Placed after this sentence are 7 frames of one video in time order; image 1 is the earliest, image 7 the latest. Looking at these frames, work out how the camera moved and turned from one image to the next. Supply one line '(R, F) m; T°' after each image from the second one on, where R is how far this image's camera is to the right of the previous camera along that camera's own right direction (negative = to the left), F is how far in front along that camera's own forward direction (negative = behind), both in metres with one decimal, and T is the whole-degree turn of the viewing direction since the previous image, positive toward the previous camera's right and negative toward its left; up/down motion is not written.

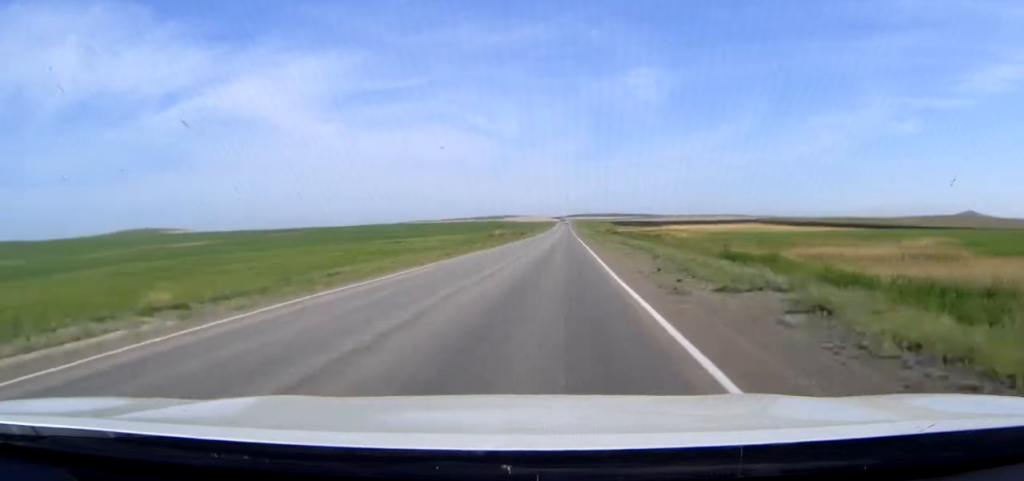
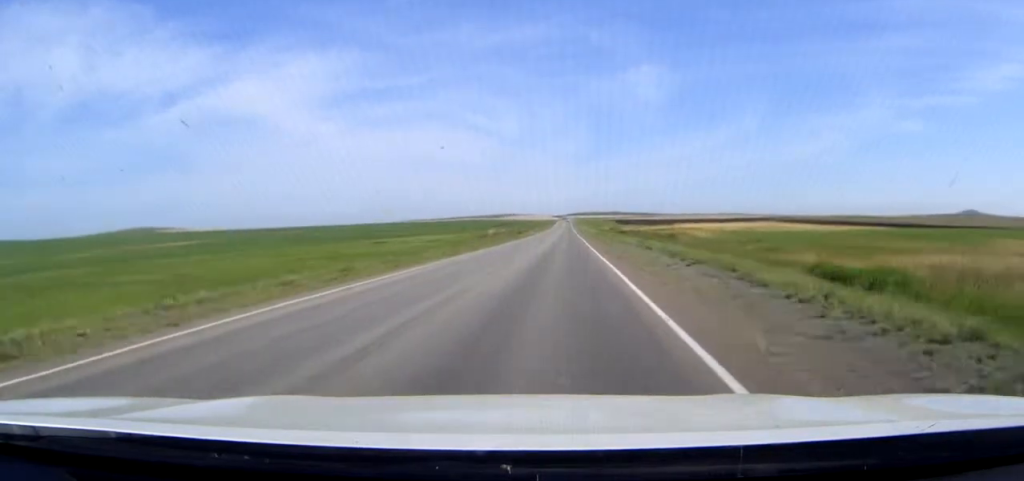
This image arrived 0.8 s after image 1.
(0.0, +21.9) m; 0°
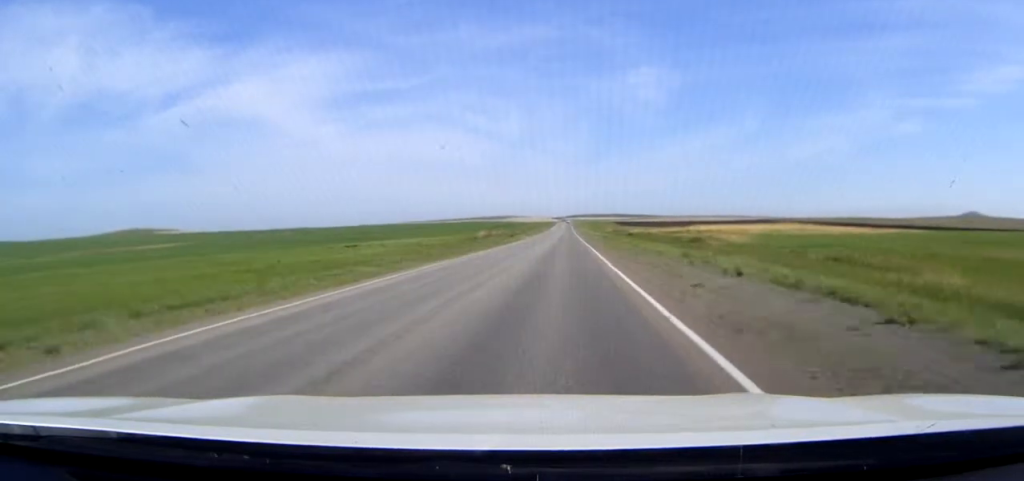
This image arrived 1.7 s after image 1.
(0.0, +23.8) m; 0°
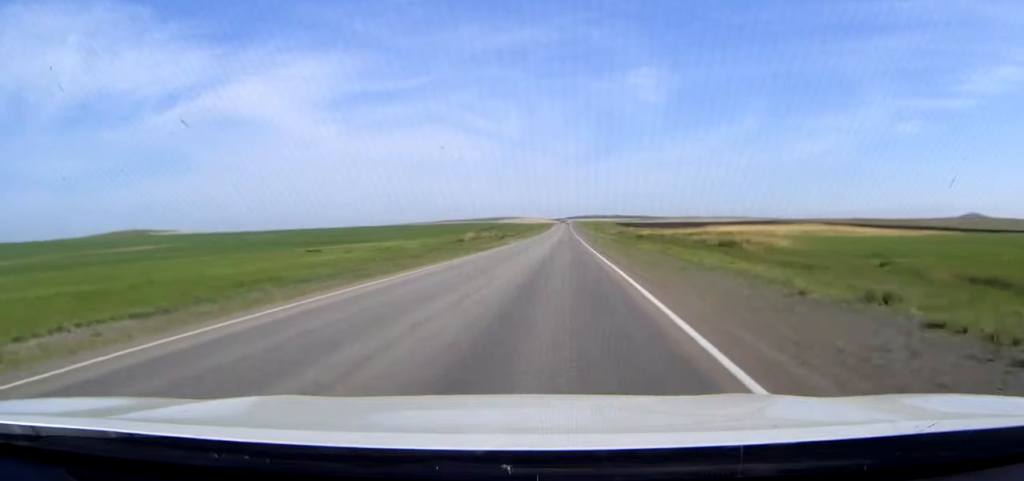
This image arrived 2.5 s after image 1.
(0.0, +21.9) m; 0°
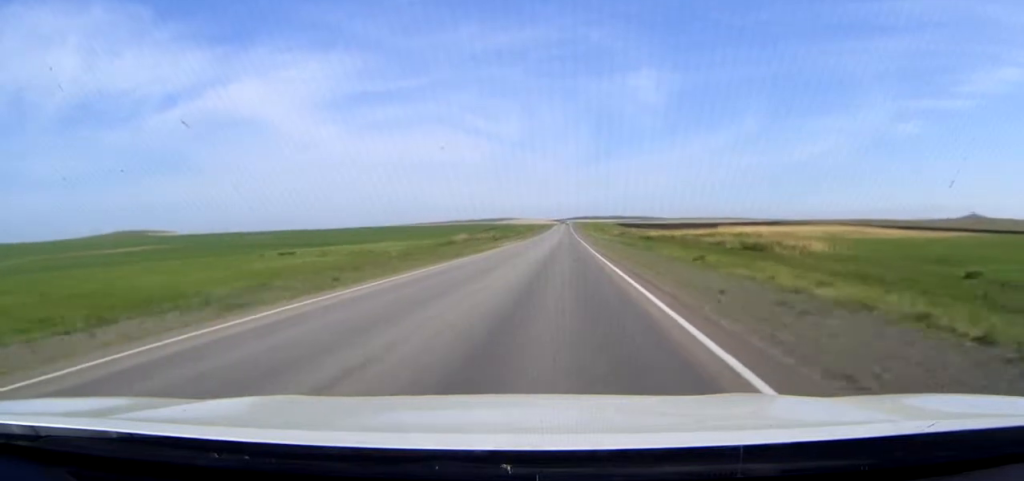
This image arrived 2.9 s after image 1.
(0.0, +12.9) m; 0°
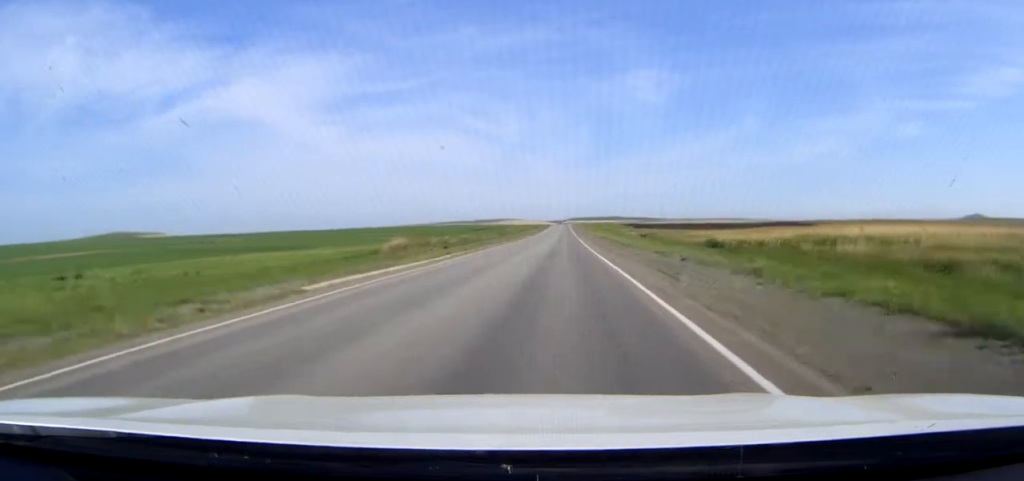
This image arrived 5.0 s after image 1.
(+0.1, +57.9) m; 0°
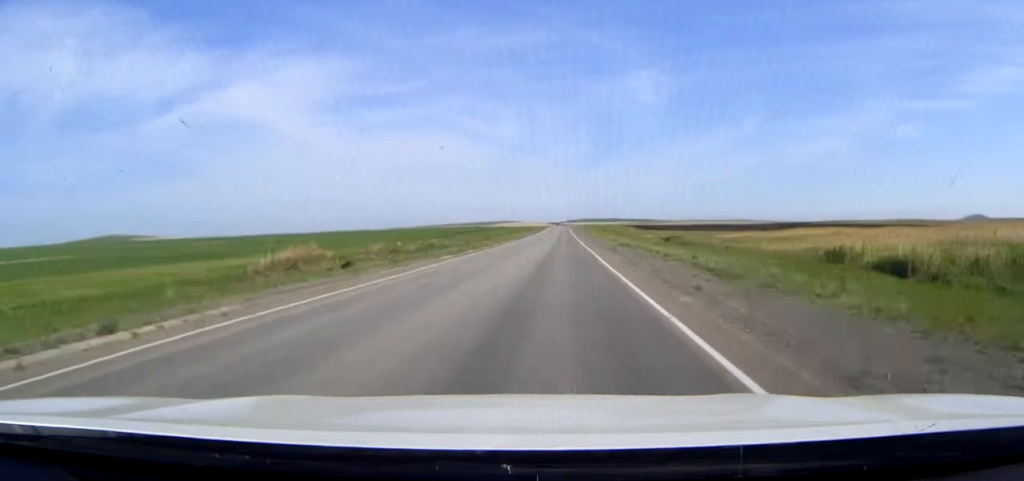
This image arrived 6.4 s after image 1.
(+0.1, +37.5) m; 0°
